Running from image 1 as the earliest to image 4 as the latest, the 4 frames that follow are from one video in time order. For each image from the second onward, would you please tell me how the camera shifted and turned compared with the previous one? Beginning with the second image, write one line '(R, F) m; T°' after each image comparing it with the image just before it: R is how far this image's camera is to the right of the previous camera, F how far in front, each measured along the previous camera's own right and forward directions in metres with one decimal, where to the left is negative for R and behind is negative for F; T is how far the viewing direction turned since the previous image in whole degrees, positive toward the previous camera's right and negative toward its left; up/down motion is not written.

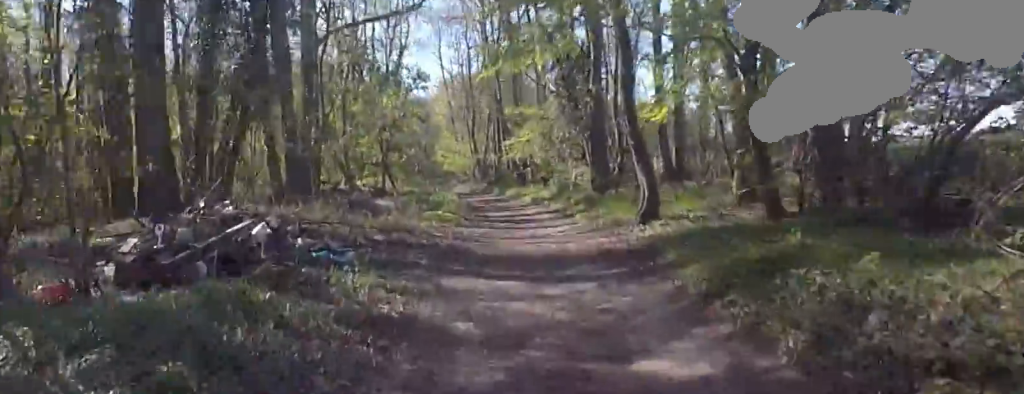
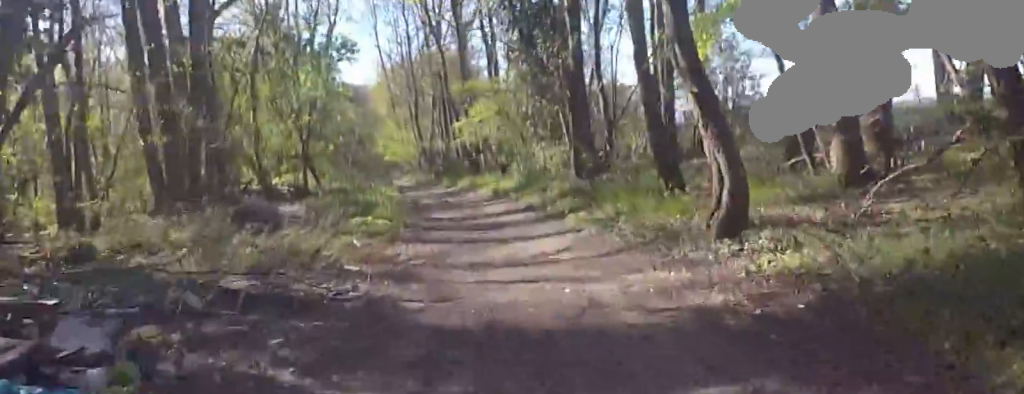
(-0.1, +5.4) m; -3°
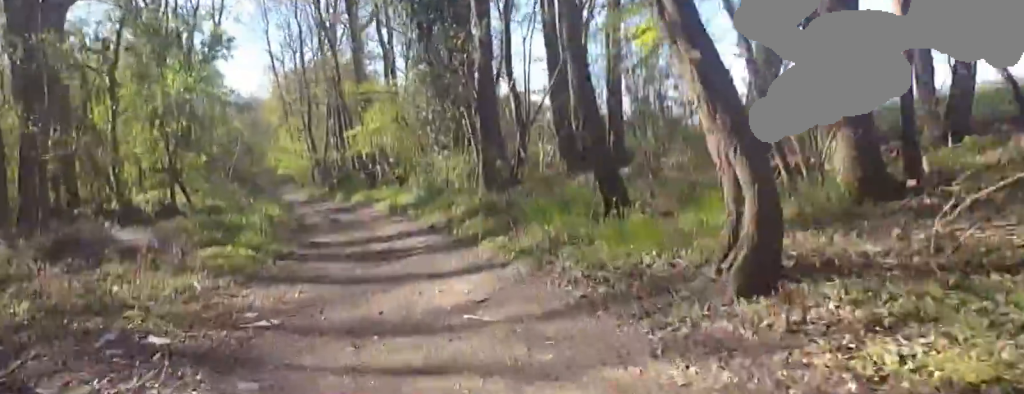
(0.0, +2.7) m; -2°
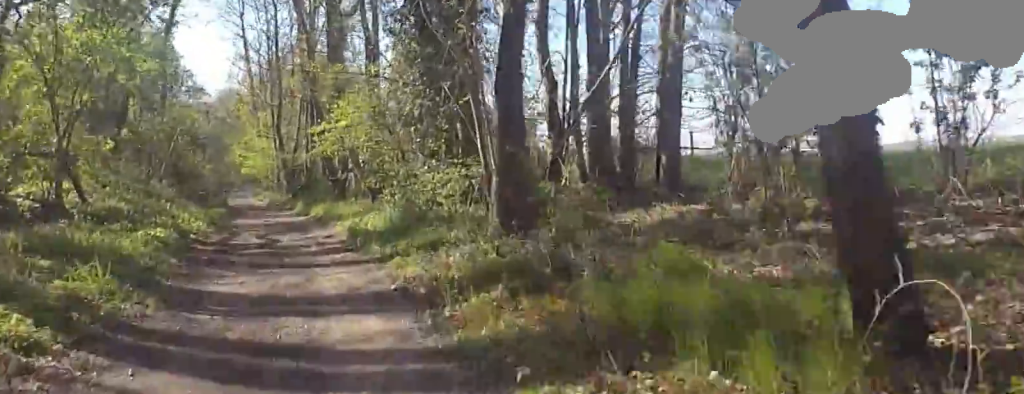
(-0.3, +5.5) m; -3°
